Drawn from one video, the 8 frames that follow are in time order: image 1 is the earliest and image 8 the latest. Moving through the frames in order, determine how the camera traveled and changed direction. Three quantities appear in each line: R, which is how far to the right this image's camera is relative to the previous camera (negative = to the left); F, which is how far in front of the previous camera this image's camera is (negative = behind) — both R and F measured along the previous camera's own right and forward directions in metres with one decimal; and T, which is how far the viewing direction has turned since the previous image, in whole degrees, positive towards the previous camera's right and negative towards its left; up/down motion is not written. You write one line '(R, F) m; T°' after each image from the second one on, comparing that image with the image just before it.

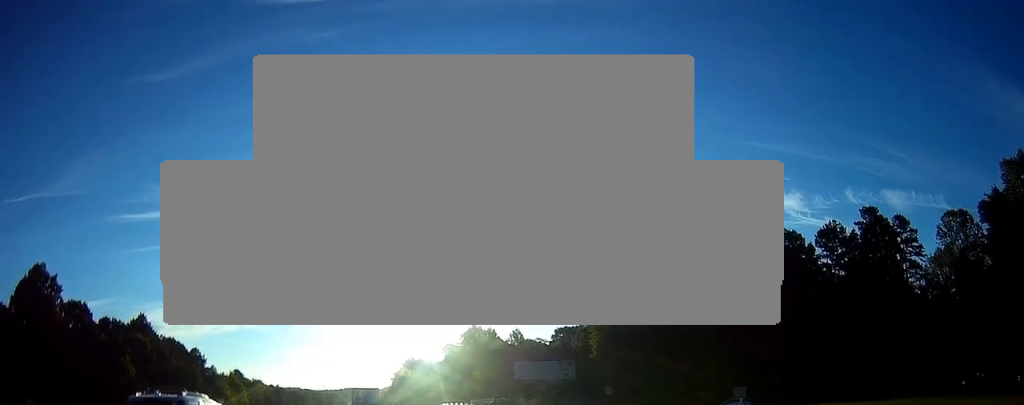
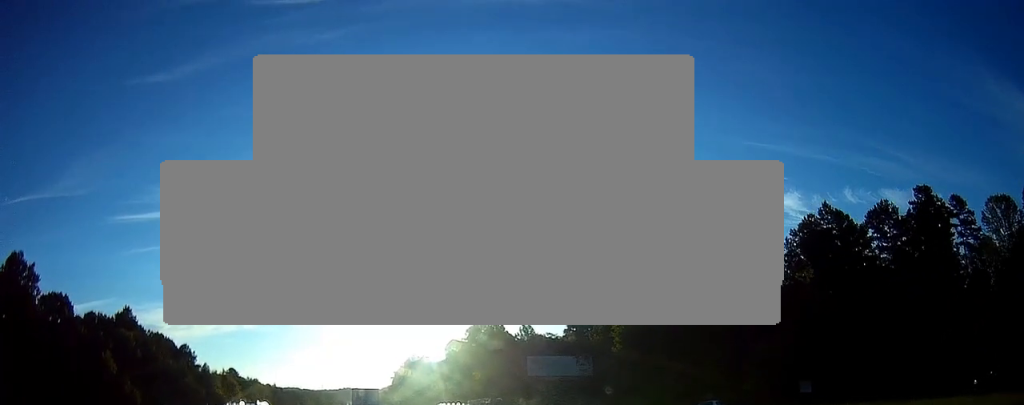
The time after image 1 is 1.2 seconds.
(+0.5, +11.3) m; +4°
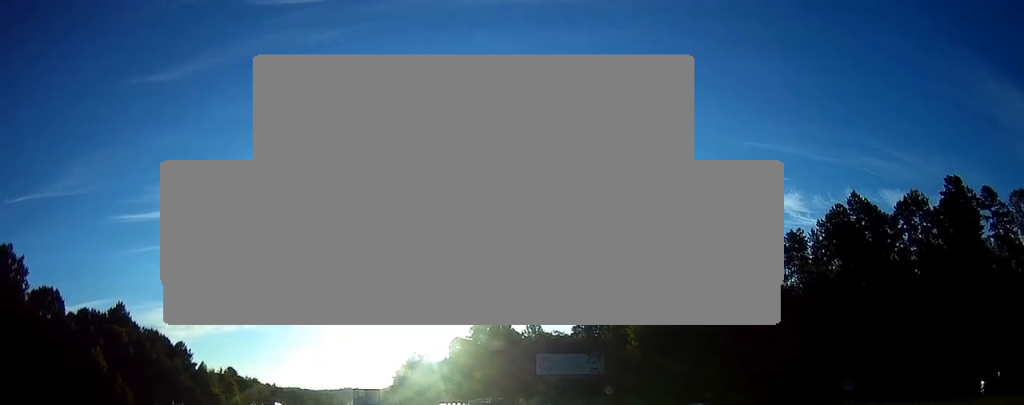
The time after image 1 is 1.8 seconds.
(+0.1, +5.8) m; -1°
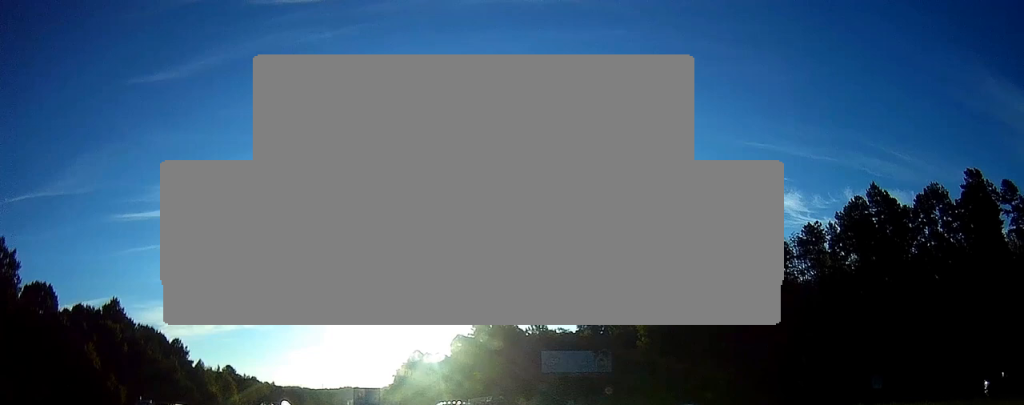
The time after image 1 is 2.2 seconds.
(+0.1, +3.9) m; -1°
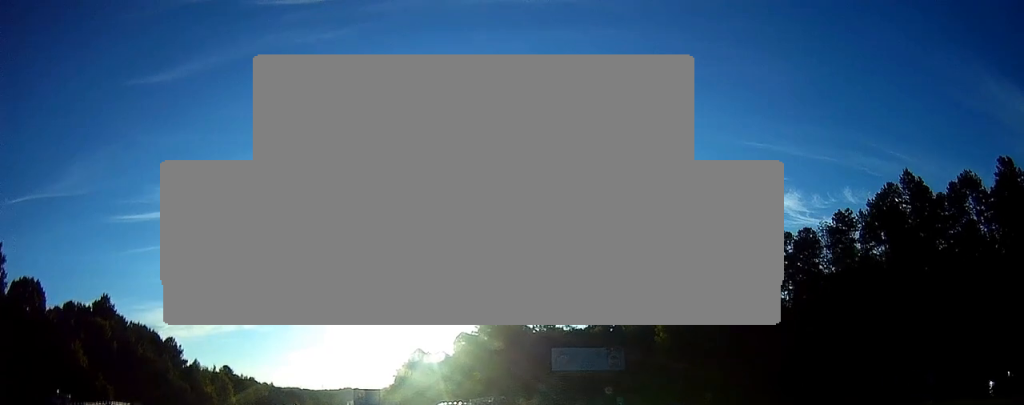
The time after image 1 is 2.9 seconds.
(-0.3, +6.6) m; 0°
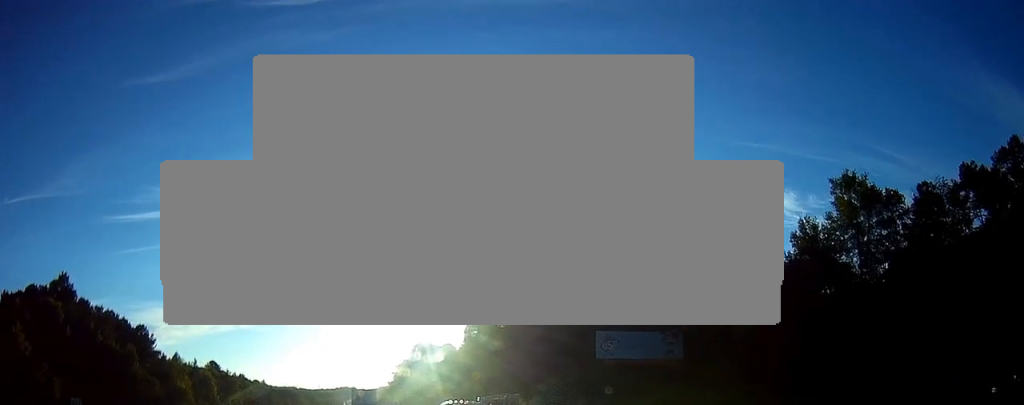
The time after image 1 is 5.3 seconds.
(-0.2, +23.4) m; 0°
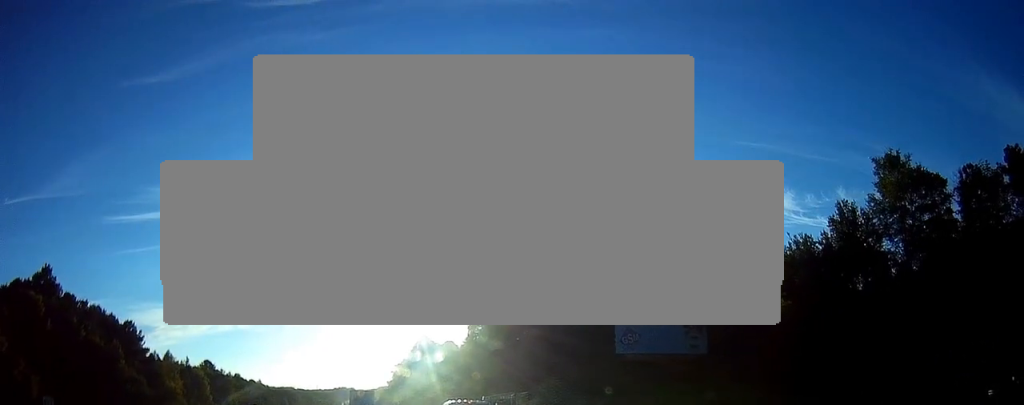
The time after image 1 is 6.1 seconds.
(+0.4, +8.0) m; 0°
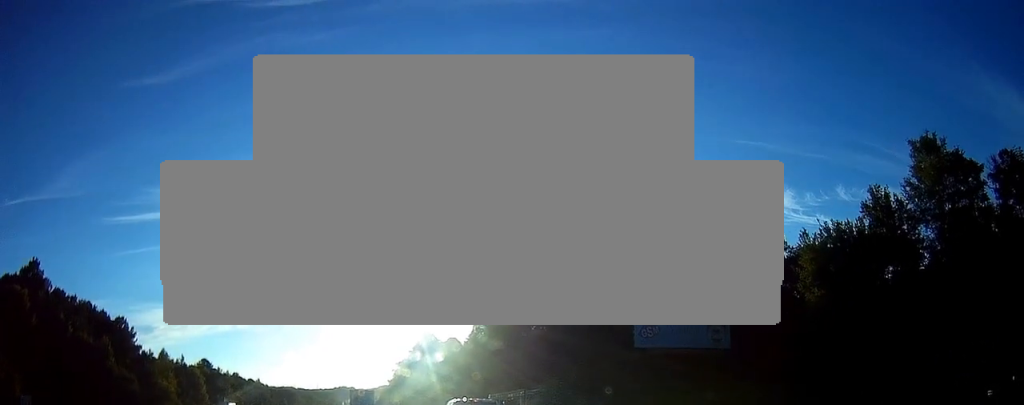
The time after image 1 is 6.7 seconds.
(-0.1, +6.0) m; -1°
